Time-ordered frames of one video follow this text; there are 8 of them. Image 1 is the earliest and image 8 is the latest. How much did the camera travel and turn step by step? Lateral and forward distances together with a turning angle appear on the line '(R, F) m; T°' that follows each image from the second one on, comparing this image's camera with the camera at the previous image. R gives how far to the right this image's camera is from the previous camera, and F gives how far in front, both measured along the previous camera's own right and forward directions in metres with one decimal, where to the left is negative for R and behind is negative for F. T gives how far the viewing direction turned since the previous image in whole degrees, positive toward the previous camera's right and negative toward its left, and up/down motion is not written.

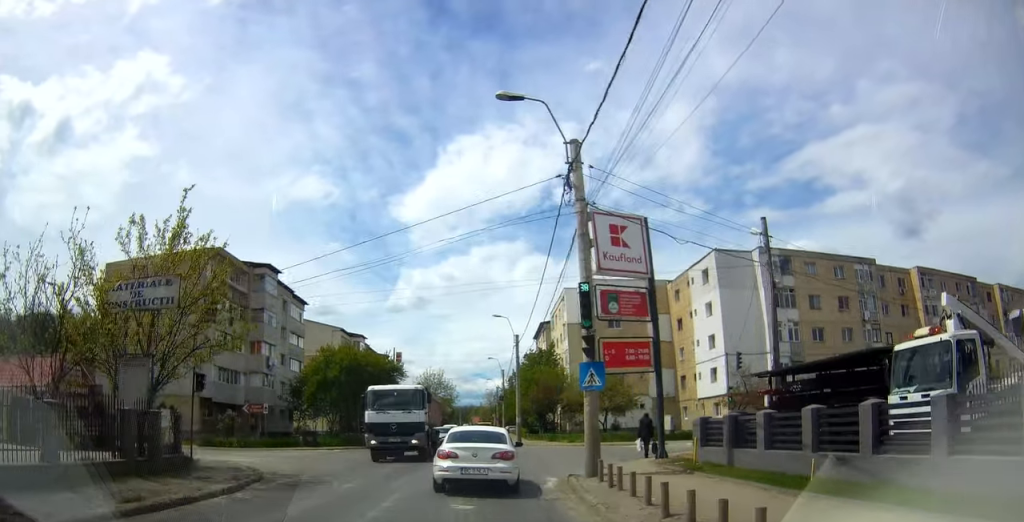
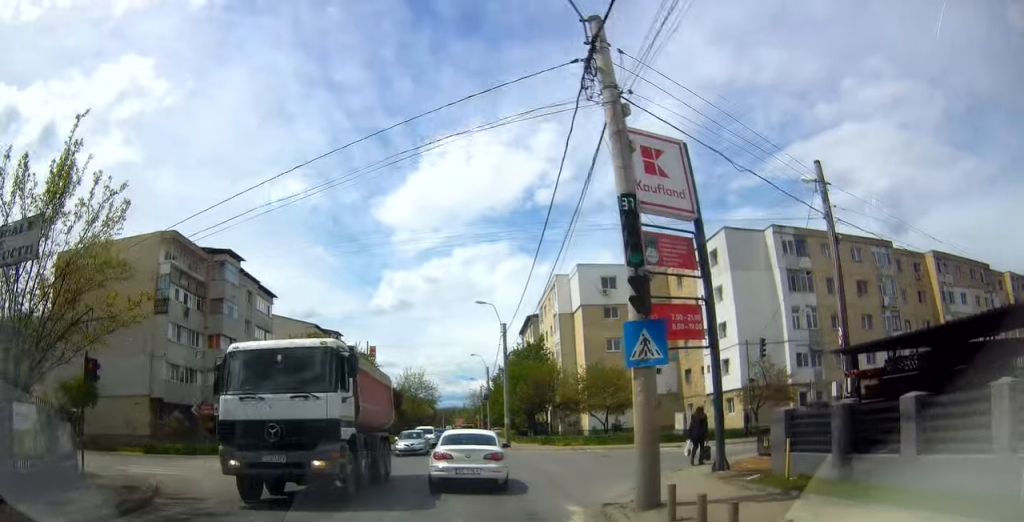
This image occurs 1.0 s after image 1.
(-0.2, +6.1) m; +4°
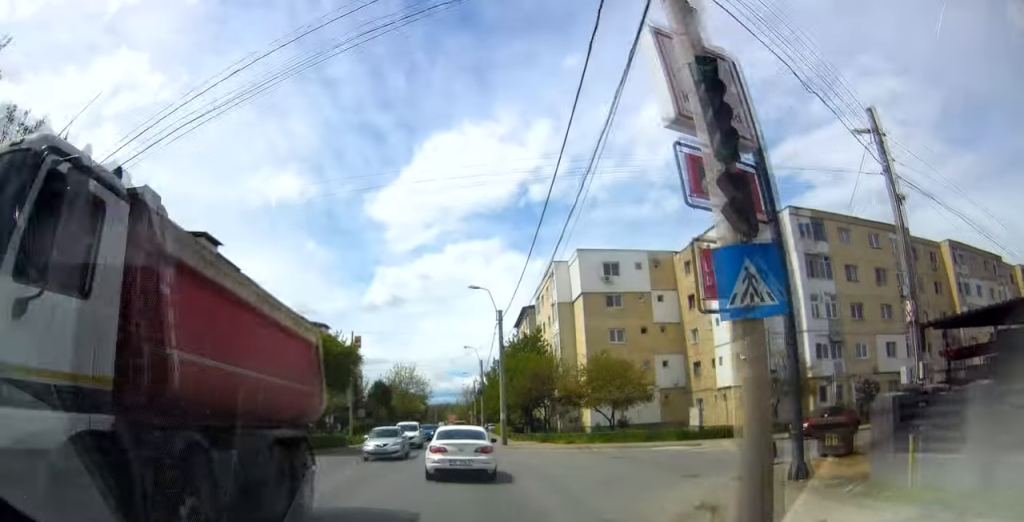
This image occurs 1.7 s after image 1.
(+0.2, +4.3) m; +8°
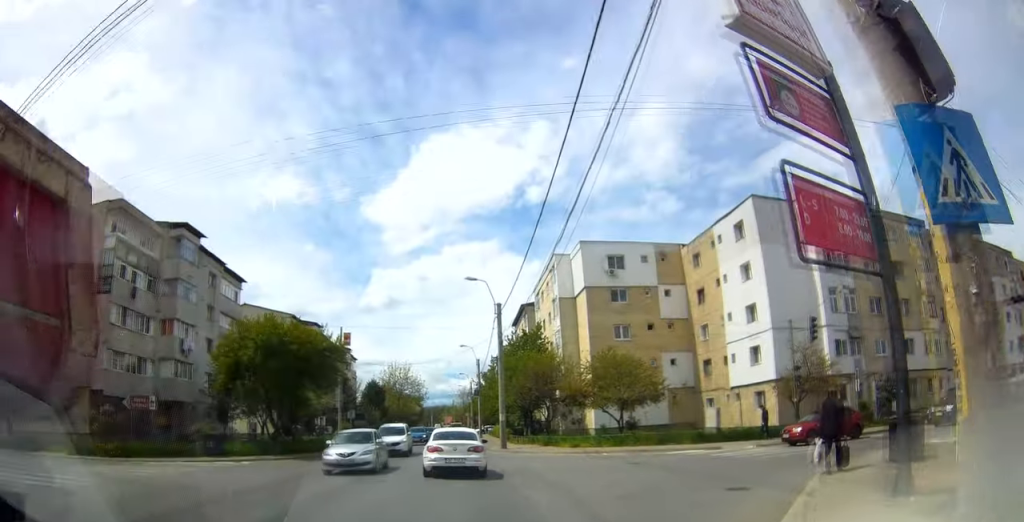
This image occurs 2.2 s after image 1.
(+0.3, +3.7) m; +1°
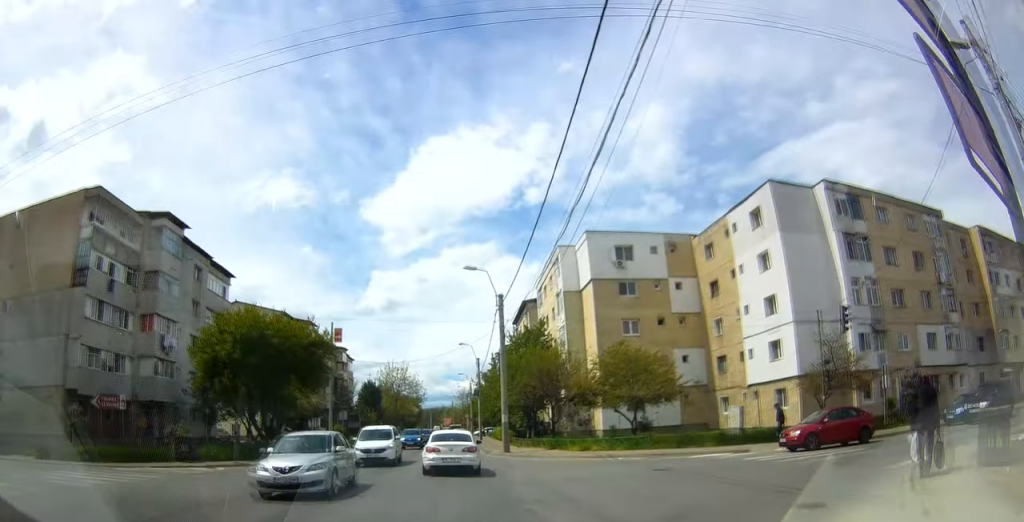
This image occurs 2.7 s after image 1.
(+0.3, +3.4) m; 0°
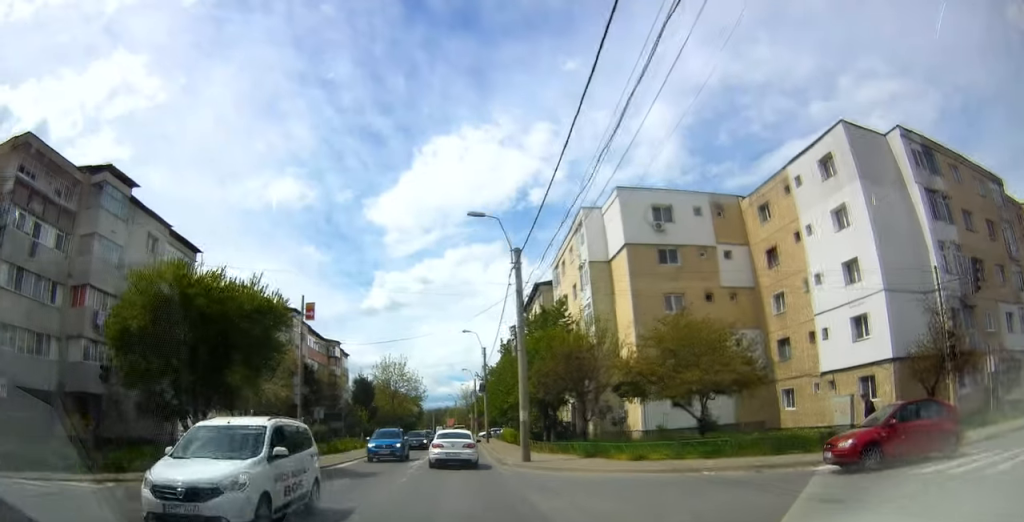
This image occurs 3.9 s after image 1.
(-0.5, +10.0) m; -2°
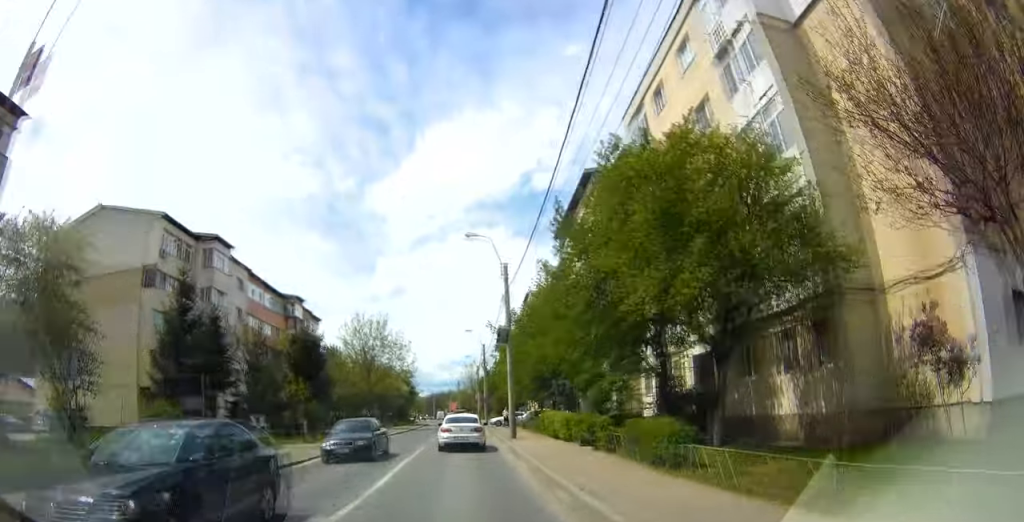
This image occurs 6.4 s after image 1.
(+1.0, +22.5) m; +2°
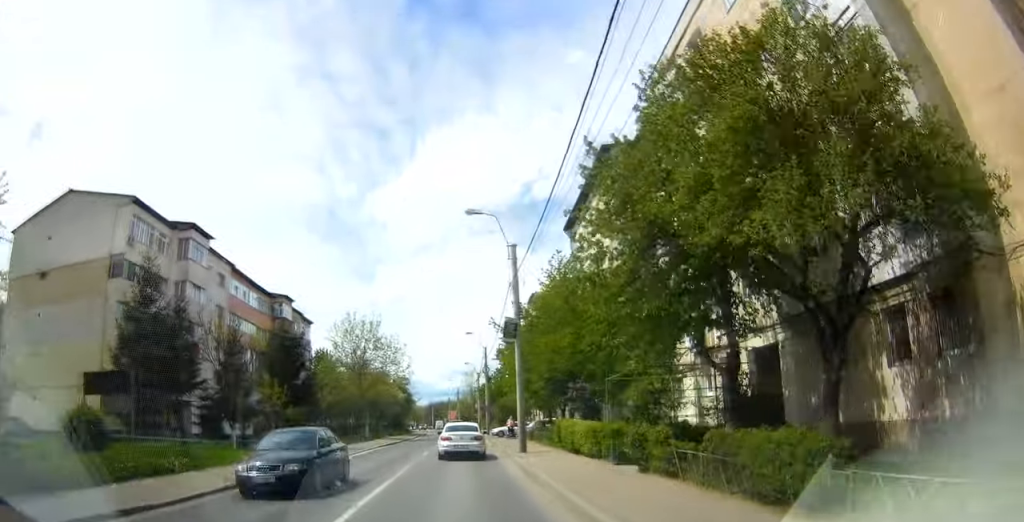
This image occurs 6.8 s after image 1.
(-0.1, +4.3) m; -1°
